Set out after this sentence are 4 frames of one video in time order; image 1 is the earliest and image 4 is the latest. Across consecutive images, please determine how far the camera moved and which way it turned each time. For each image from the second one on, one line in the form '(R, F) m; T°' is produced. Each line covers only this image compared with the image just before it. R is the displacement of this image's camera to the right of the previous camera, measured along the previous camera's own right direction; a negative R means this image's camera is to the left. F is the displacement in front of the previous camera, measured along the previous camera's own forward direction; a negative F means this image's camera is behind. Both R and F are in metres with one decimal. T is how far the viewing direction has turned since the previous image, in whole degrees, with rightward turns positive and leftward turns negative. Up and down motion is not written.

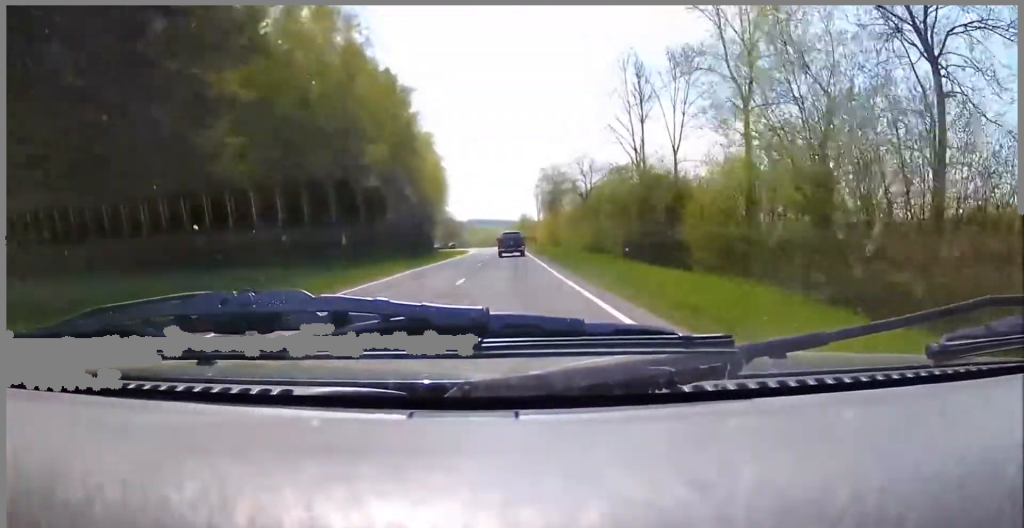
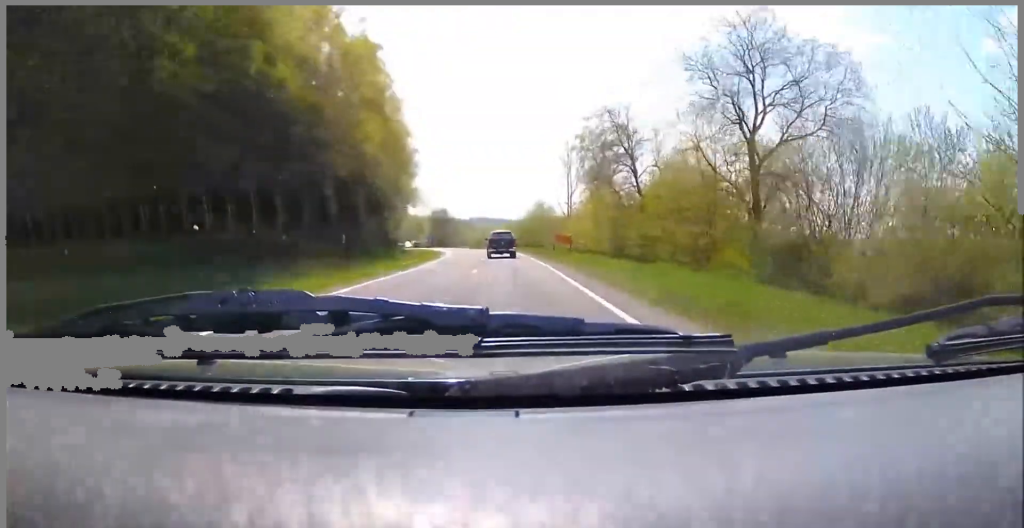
(+0.4, +46.5) m; +3°
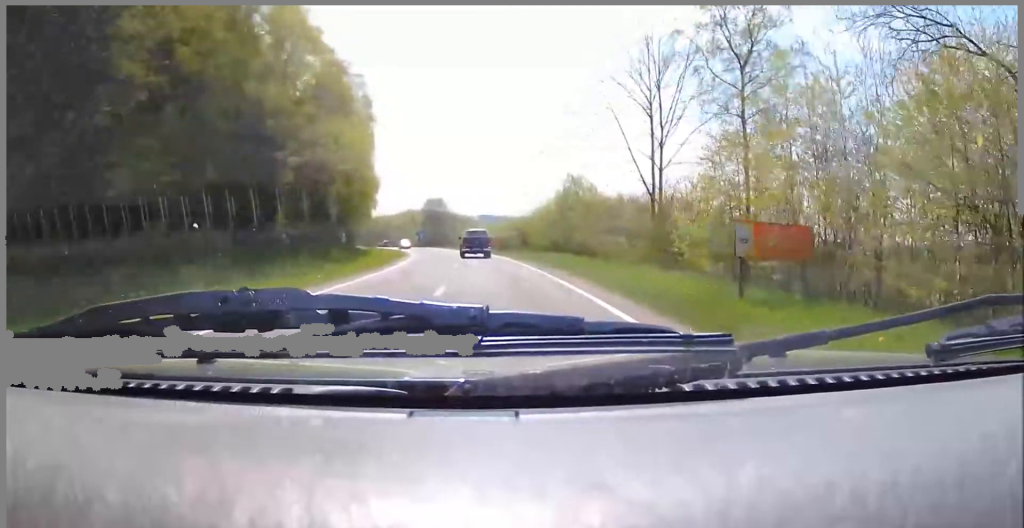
(+1.1, +36.0) m; 0°
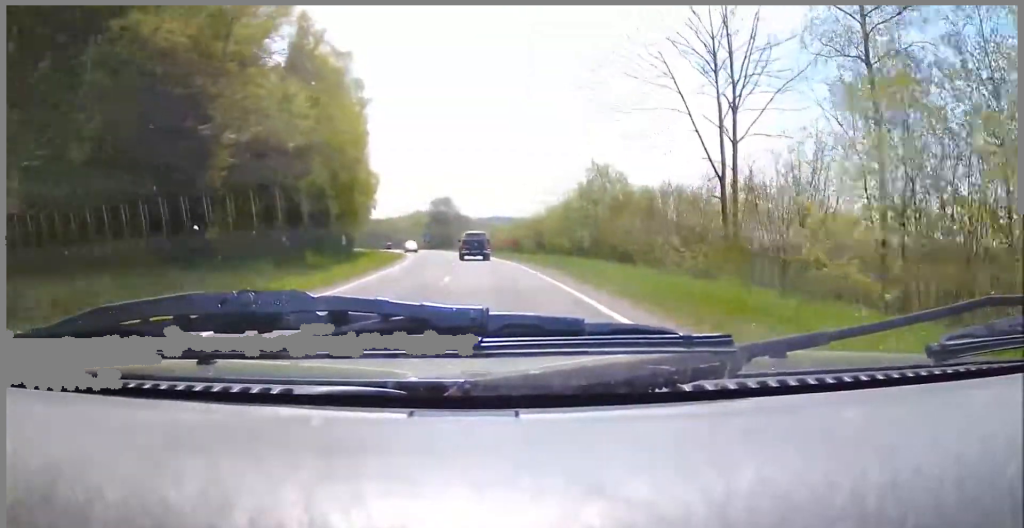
(-0.1, +9.0) m; -1°
